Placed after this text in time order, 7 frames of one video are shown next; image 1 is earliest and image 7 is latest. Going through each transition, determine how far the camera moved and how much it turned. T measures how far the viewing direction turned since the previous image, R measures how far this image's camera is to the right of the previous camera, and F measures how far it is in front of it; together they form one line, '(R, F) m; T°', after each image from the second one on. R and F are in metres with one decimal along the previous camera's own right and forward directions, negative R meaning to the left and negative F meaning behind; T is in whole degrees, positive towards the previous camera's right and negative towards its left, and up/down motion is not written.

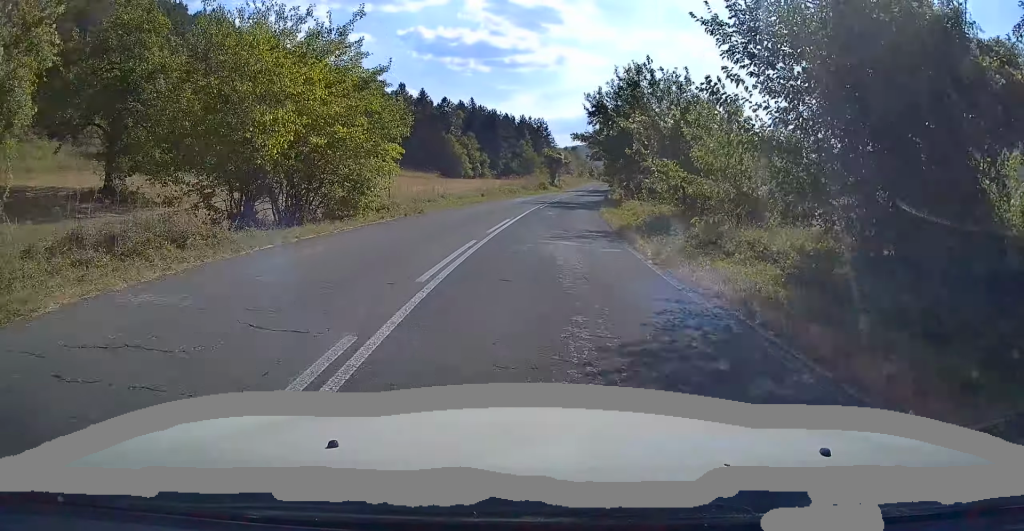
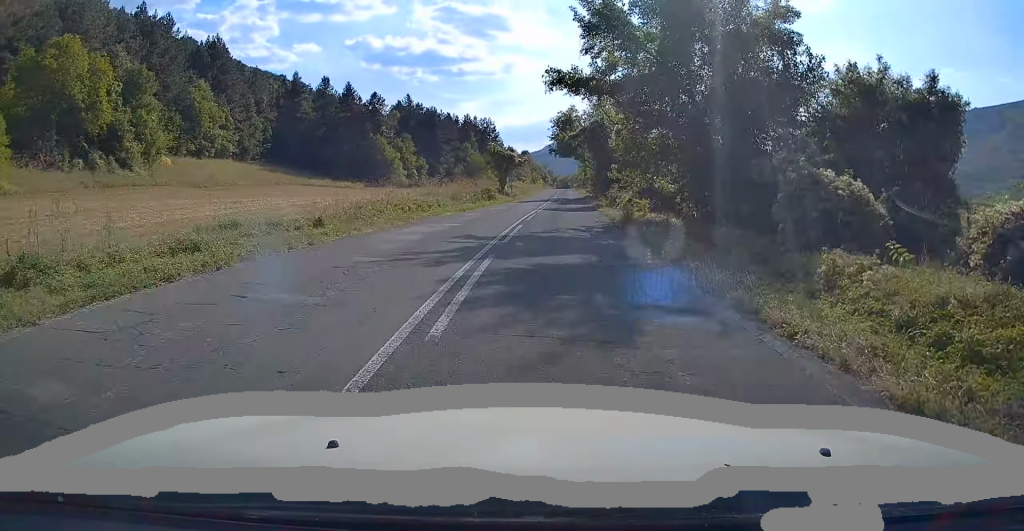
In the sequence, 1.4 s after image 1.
(+0.7, +28.5) m; +4°
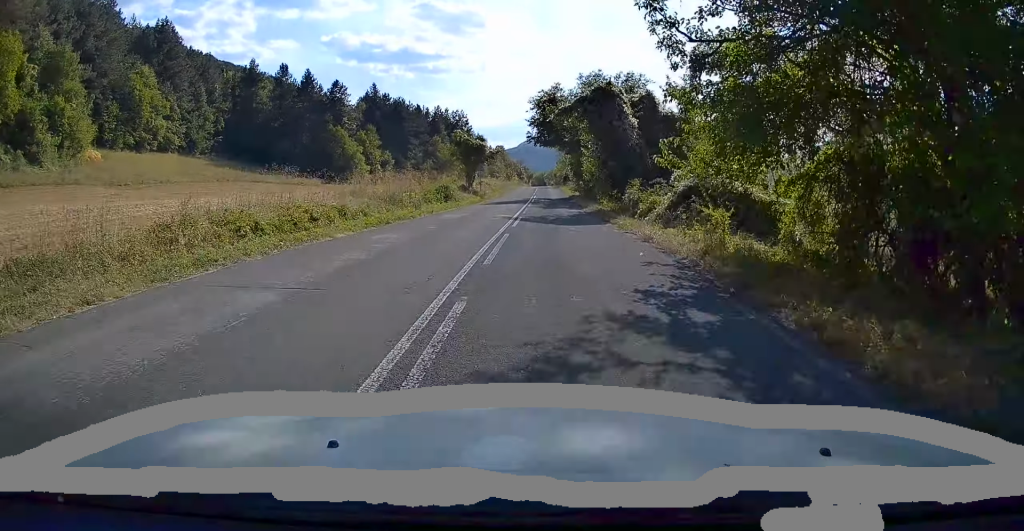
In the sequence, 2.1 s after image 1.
(+0.3, +13.6) m; +2°
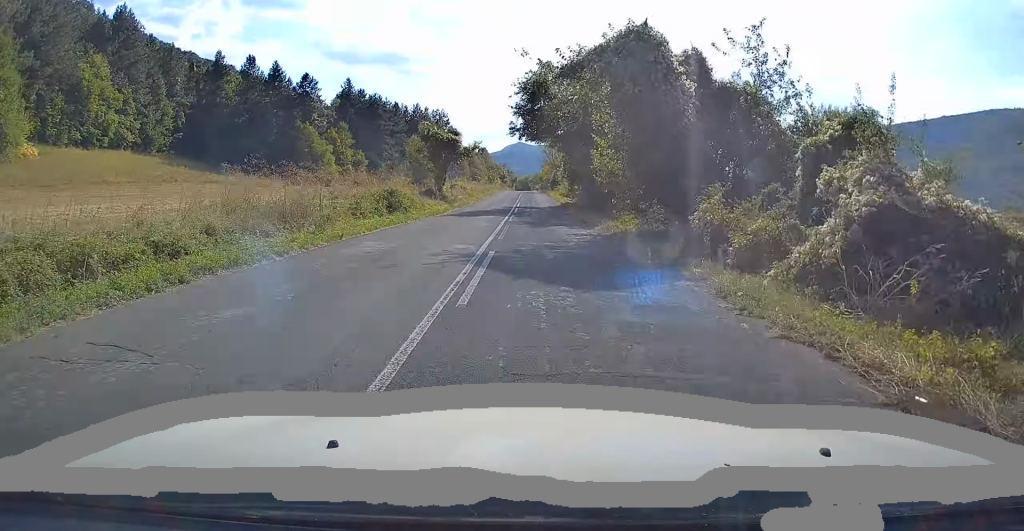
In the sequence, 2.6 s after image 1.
(+0.1, +11.6) m; +2°
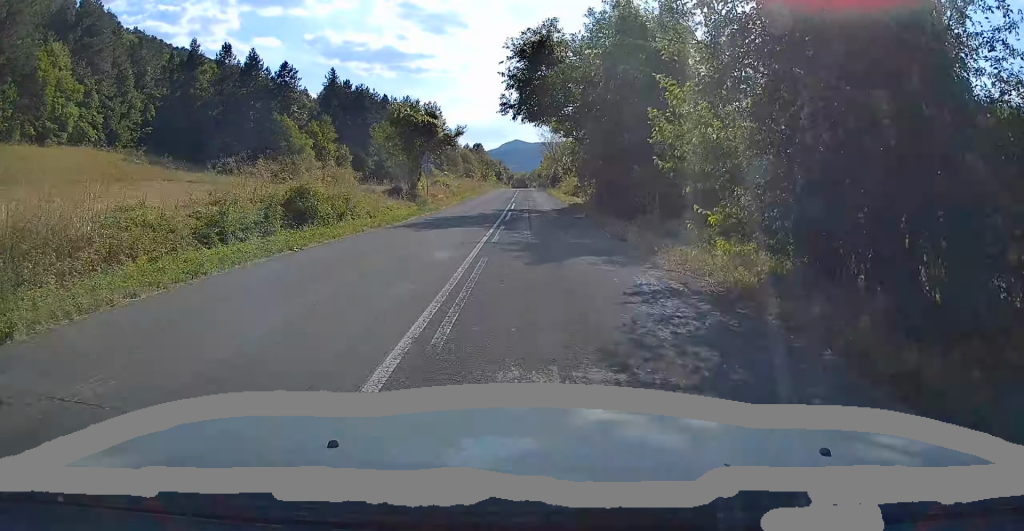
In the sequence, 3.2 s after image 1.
(+0.3, +10.9) m; 0°
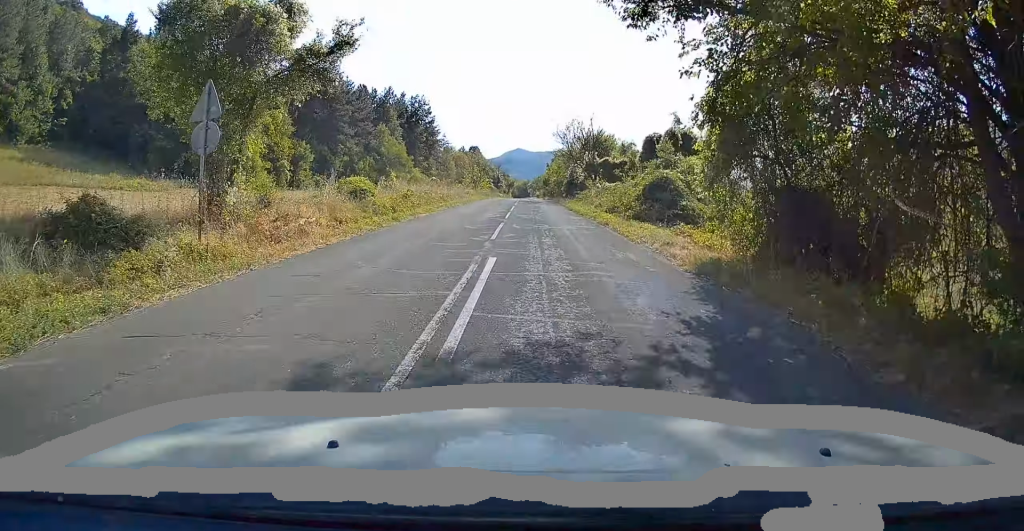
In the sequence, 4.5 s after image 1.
(-0.3, +27.2) m; -1°
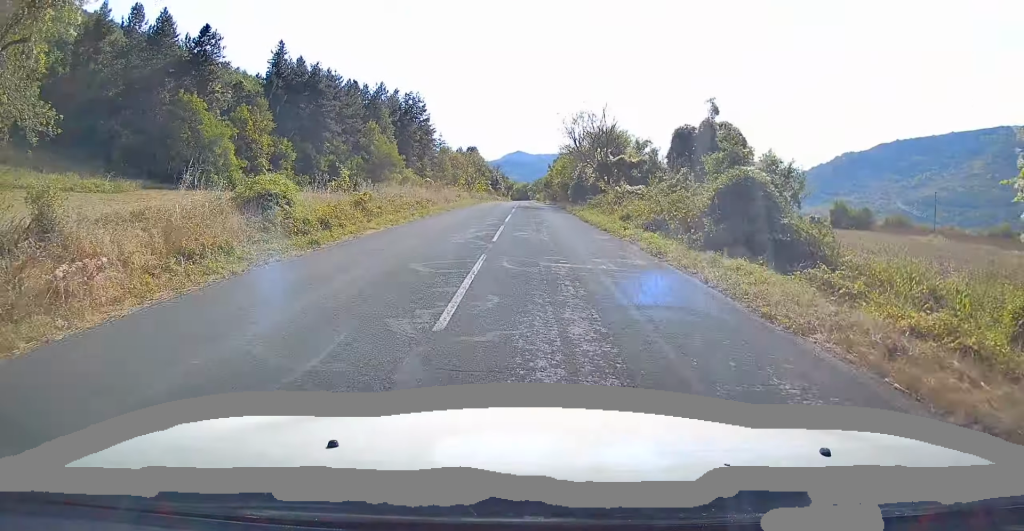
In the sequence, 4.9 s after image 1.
(0.0, +8.9) m; 0°
